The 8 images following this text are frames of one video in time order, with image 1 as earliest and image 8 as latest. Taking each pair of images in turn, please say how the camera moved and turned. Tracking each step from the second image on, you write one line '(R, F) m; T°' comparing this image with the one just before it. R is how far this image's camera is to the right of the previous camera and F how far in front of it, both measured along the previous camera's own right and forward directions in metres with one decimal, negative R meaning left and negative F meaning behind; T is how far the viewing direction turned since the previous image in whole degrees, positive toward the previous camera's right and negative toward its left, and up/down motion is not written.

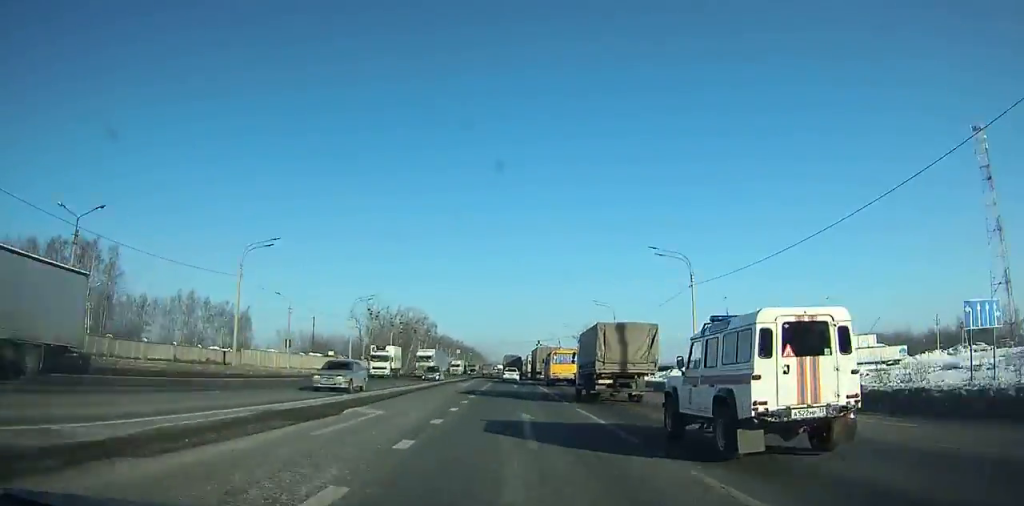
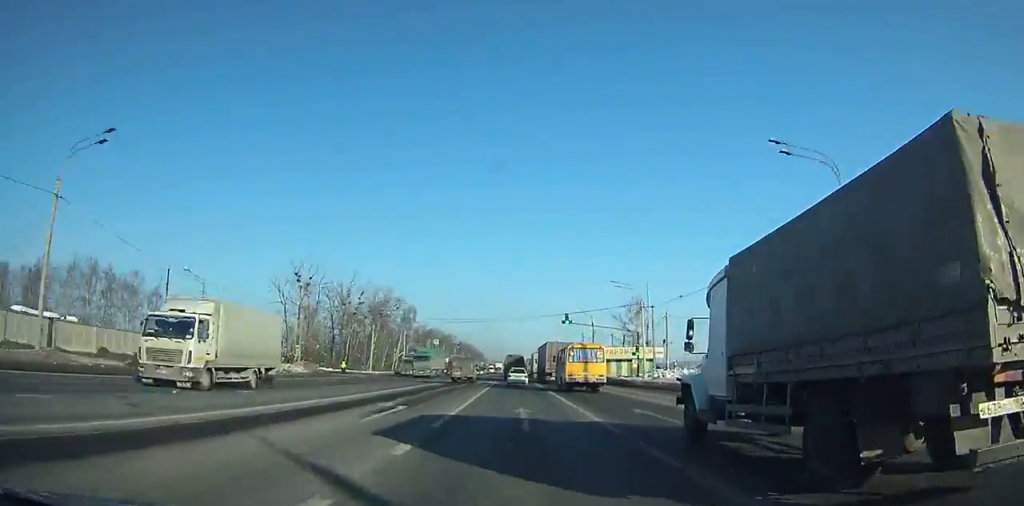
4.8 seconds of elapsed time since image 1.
(0.0, +60.0) m; +2°
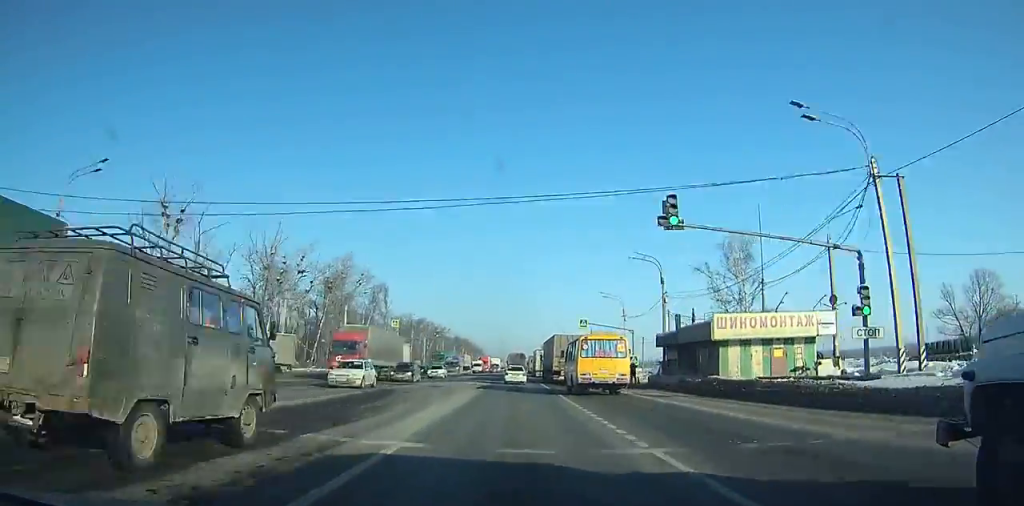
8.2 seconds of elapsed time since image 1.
(+1.9, +46.4) m; -2°
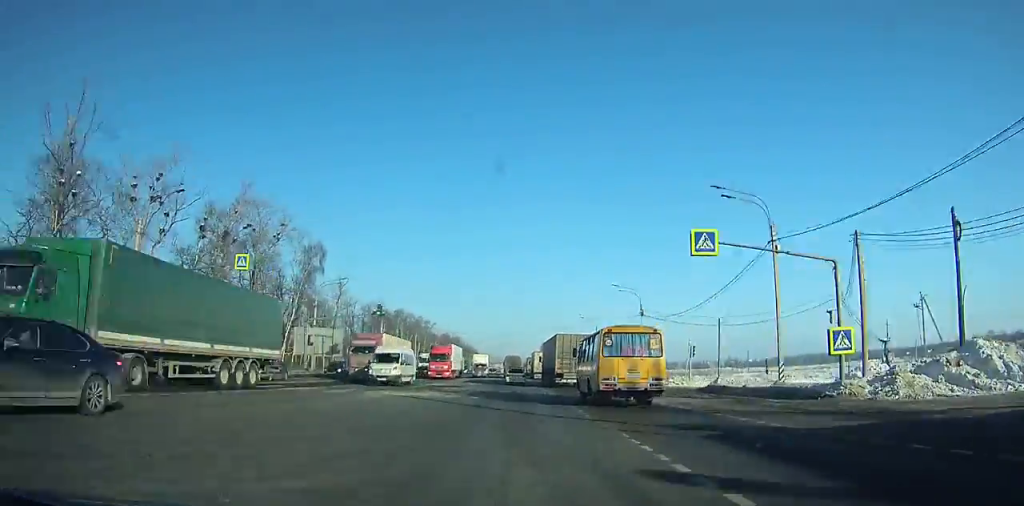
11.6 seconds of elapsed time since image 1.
(-3.9, +47.4) m; -3°
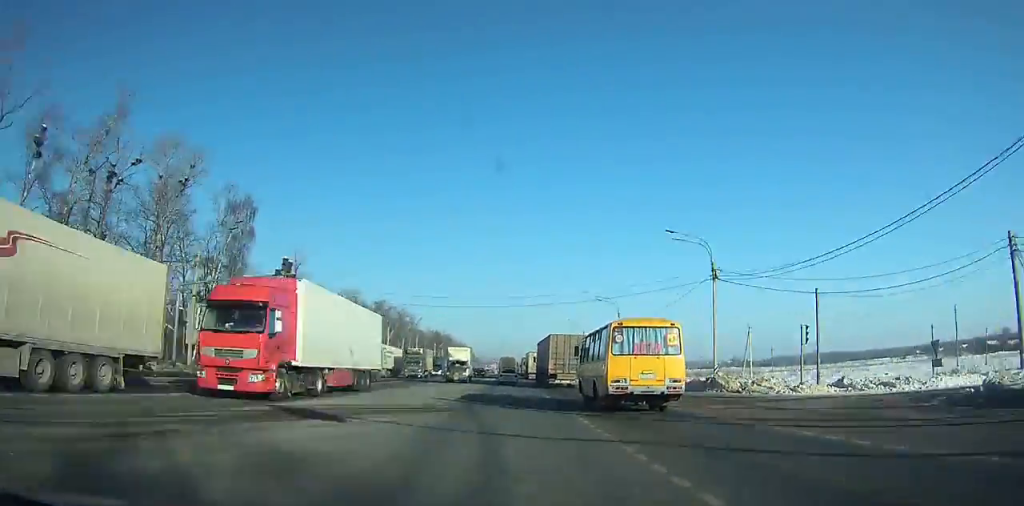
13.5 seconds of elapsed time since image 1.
(+0.9, +27.6) m; +1°
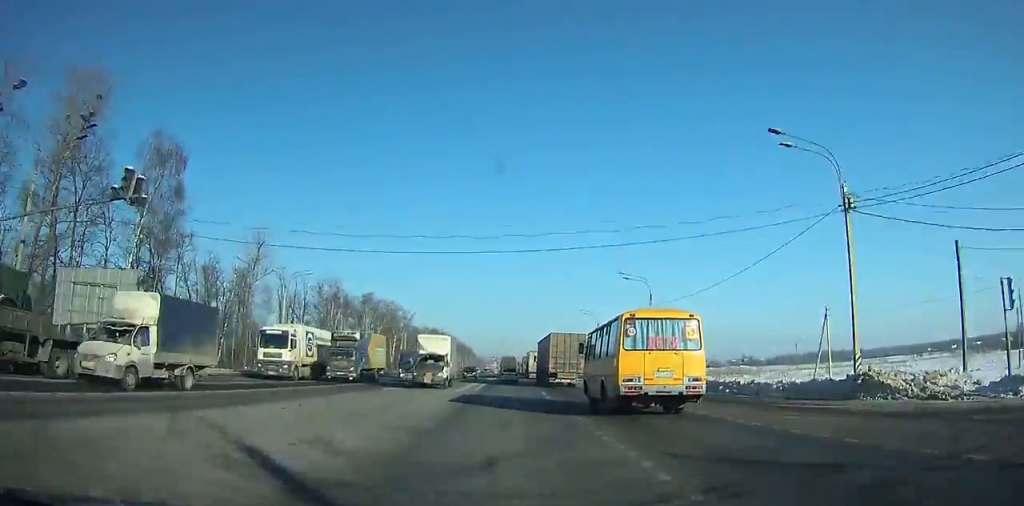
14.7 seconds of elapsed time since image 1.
(+0.2, +17.9) m; 0°
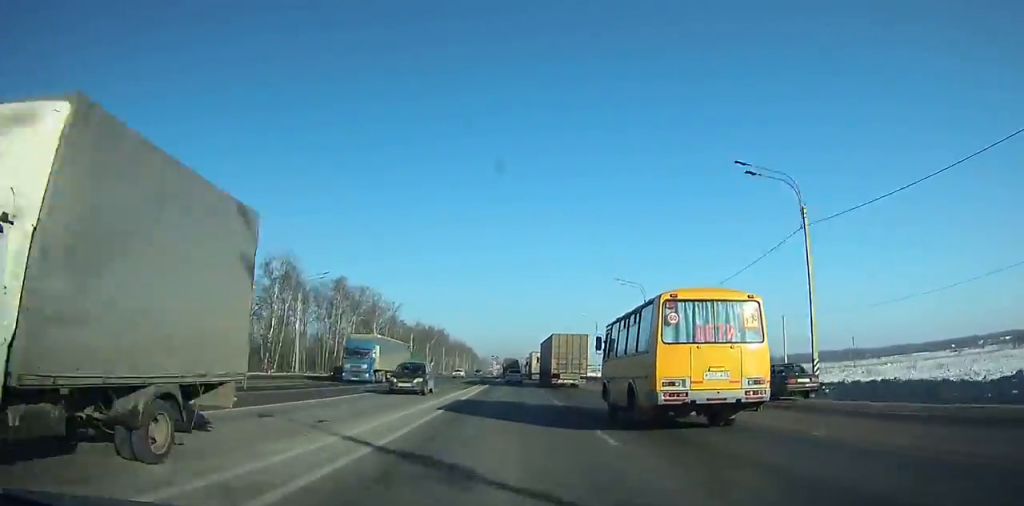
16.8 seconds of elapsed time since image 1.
(+0.2, +34.2) m; -2°
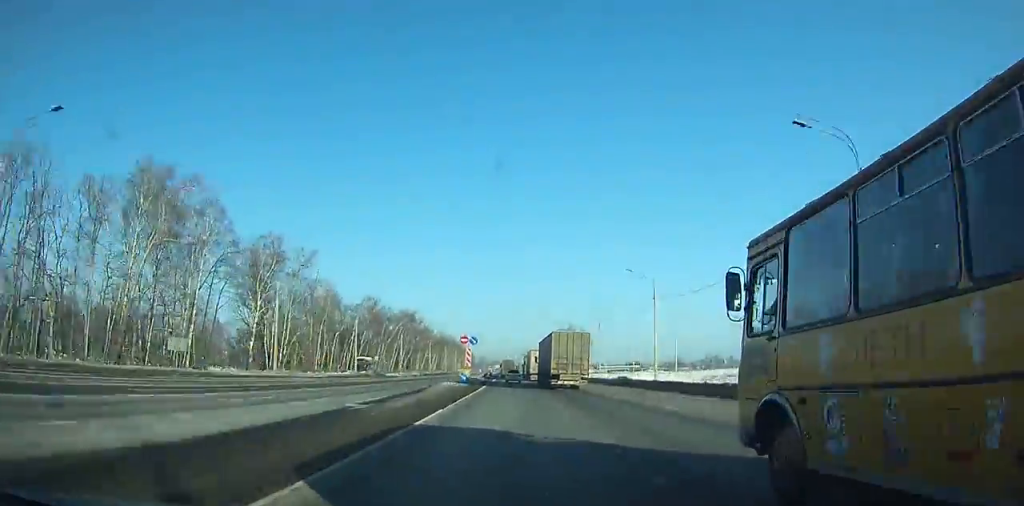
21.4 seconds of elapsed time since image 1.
(-0.4, +81.7) m; +2°
